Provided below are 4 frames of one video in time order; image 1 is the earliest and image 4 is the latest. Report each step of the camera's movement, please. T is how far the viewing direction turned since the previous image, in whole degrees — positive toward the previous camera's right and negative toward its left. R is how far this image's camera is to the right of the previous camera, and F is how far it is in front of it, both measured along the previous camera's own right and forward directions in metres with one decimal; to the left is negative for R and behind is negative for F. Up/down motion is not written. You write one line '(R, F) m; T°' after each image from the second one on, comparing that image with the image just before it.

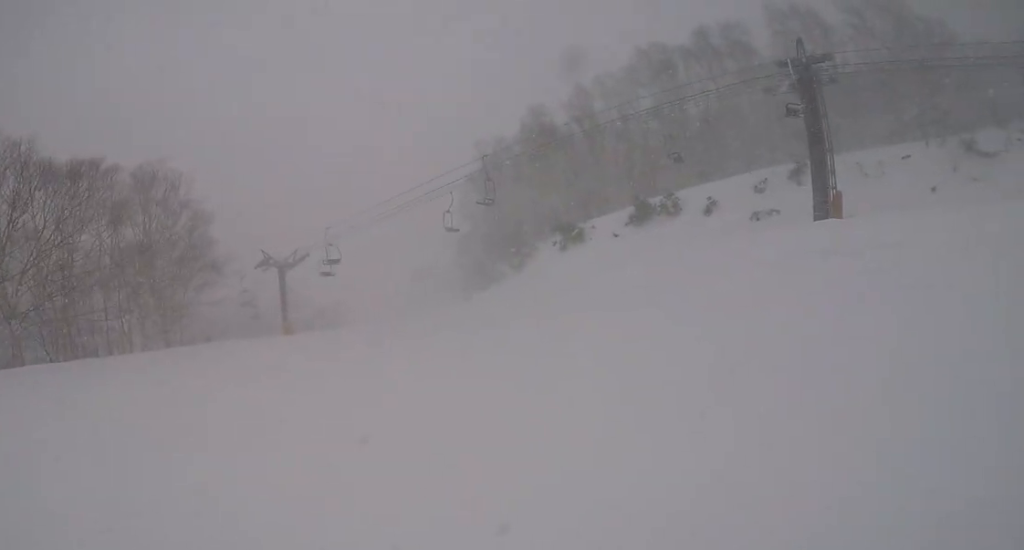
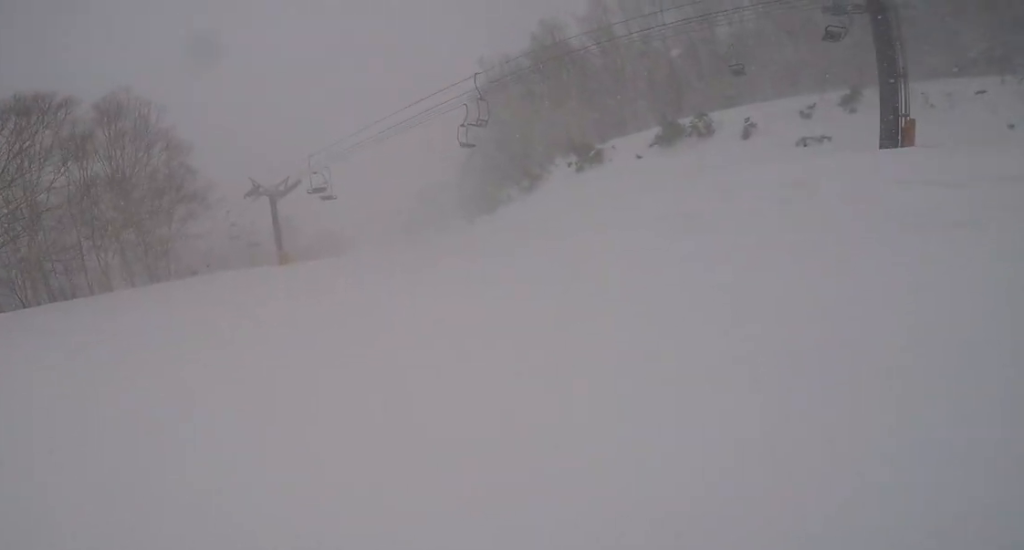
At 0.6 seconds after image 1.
(-0.5, +2.0) m; +5°
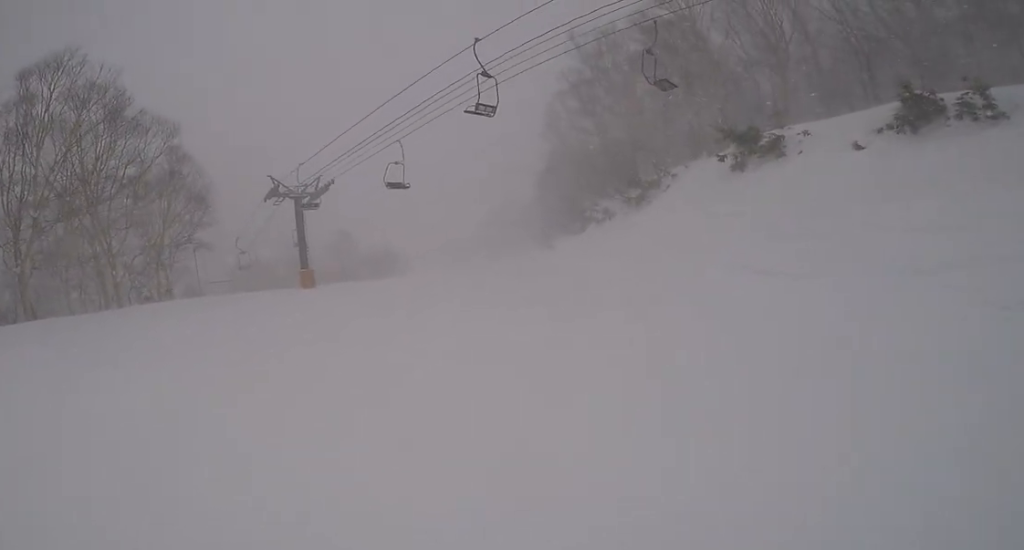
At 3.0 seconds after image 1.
(+0.5, +10.2) m; -12°
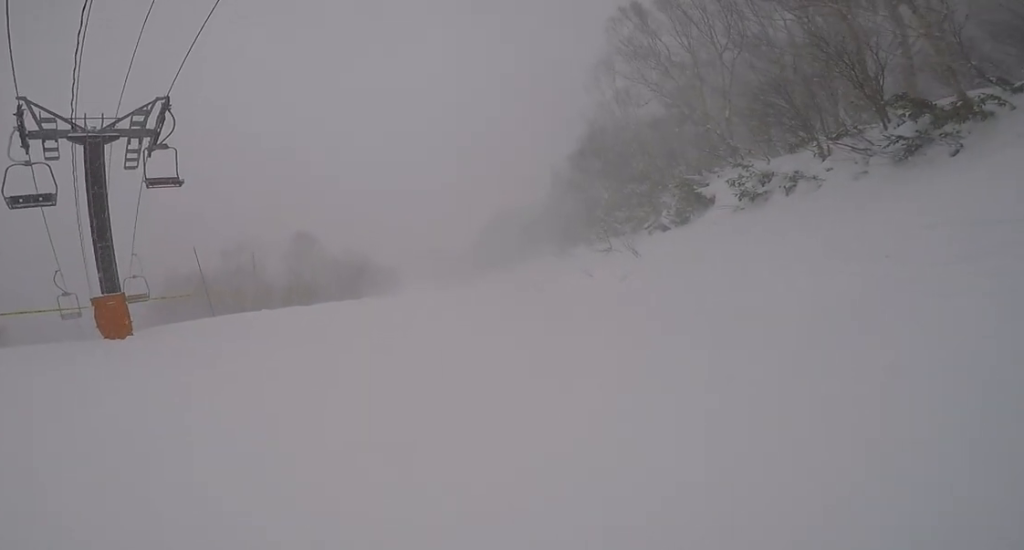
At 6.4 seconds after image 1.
(+0.4, +16.9) m; +5°
